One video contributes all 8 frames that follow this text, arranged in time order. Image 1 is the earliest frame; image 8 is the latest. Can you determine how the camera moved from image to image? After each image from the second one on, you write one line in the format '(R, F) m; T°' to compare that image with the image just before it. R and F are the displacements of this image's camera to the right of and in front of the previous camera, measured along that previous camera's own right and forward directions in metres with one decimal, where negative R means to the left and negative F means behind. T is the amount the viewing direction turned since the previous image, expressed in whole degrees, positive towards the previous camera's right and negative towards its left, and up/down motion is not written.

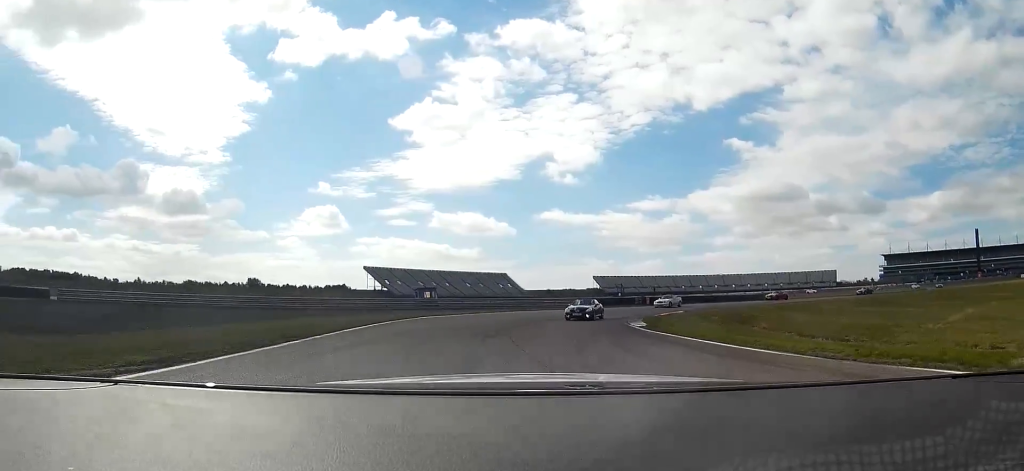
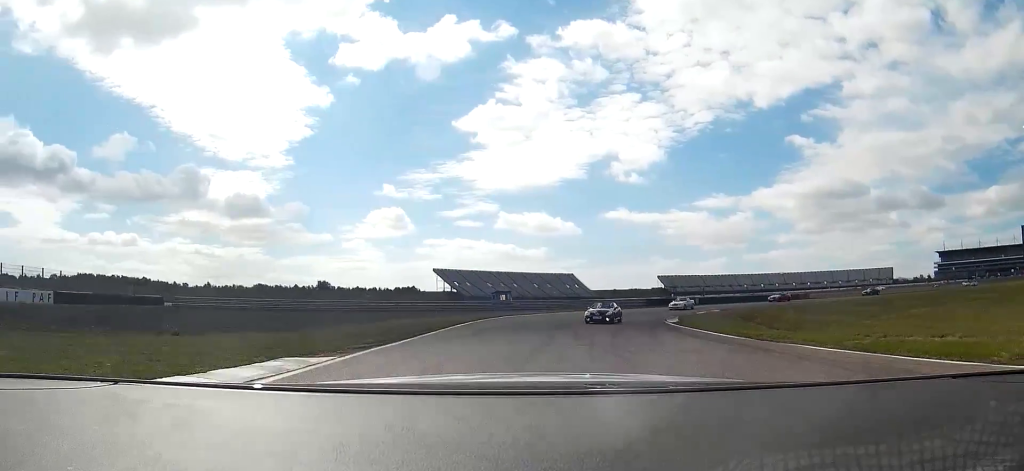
(-0.6, +12.0) m; -7°
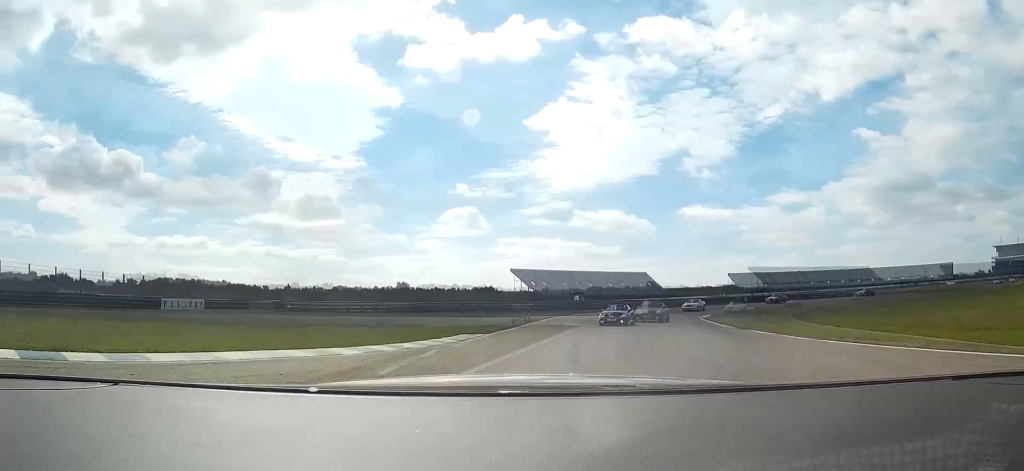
(-0.6, +15.6) m; -9°
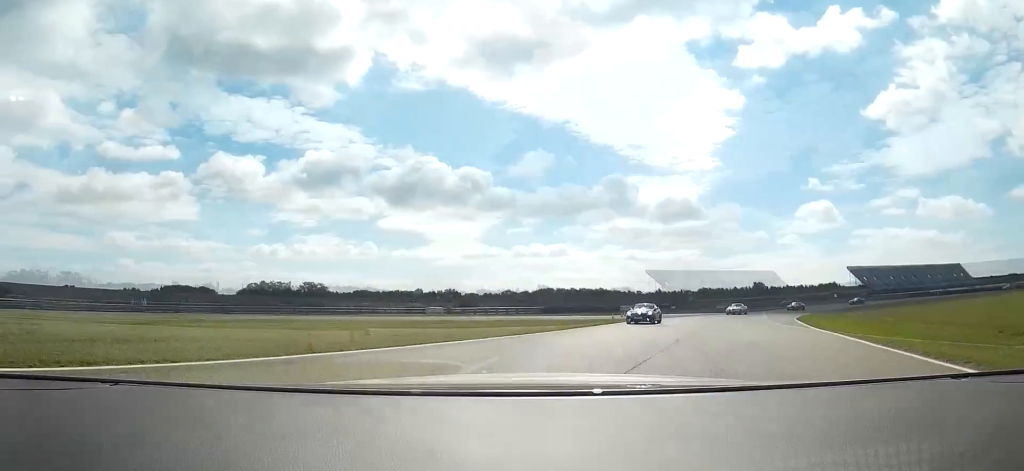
(-4.1, +27.0) m; -15°
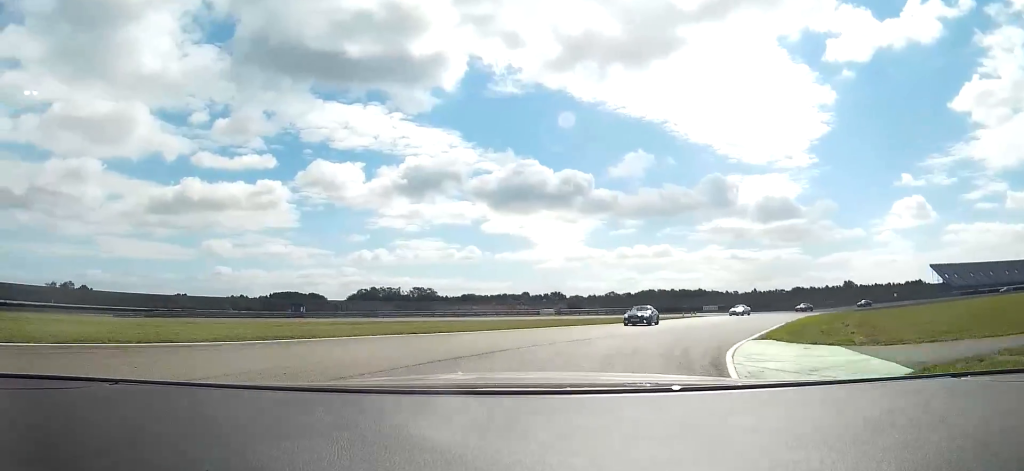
(-1.7, +21.4) m; -12°
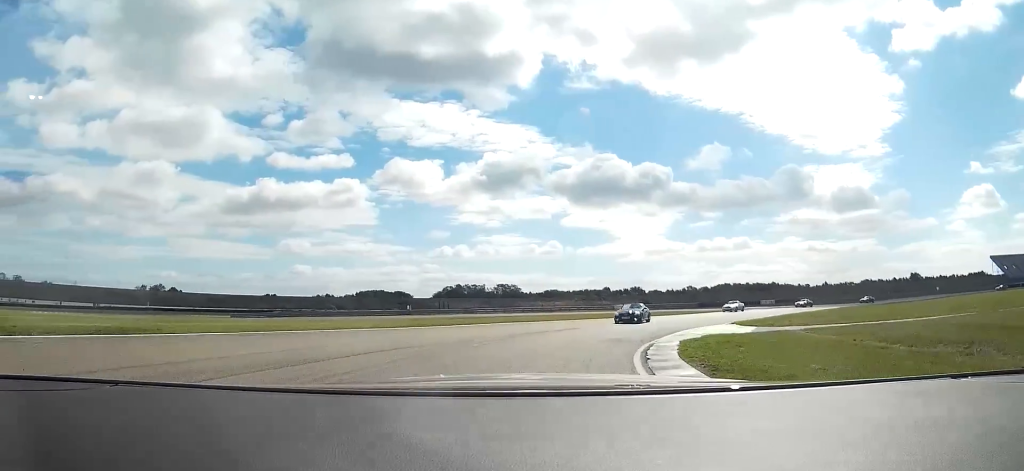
(-2.0, +17.3) m; -10°
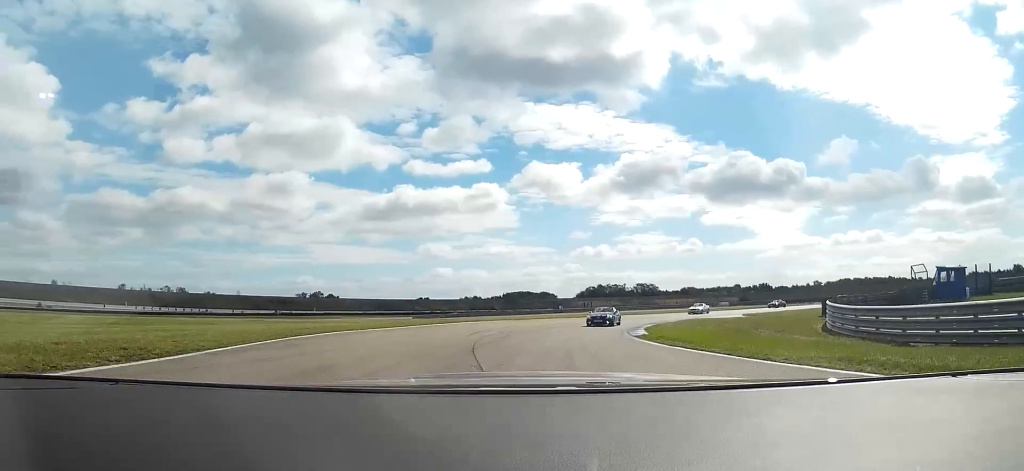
(-4.5, +33.6) m; -12°
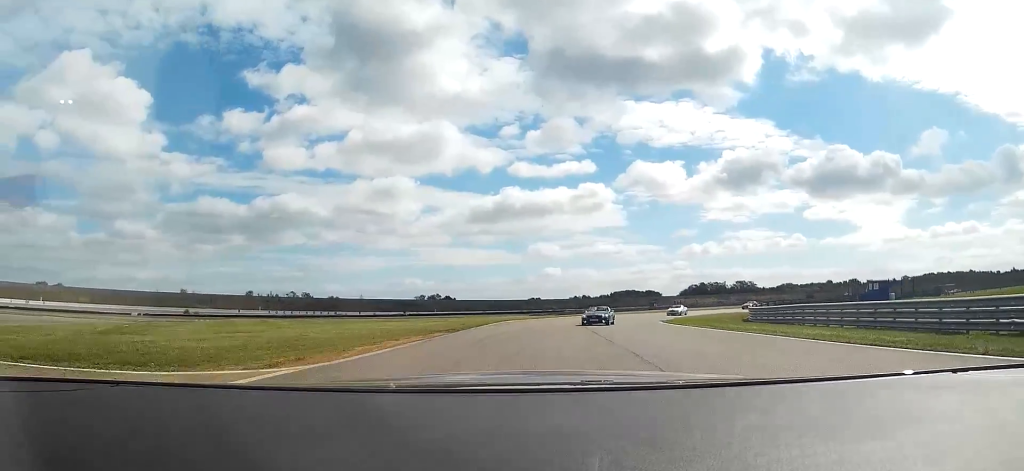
(-1.9, +27.1) m; -9°
